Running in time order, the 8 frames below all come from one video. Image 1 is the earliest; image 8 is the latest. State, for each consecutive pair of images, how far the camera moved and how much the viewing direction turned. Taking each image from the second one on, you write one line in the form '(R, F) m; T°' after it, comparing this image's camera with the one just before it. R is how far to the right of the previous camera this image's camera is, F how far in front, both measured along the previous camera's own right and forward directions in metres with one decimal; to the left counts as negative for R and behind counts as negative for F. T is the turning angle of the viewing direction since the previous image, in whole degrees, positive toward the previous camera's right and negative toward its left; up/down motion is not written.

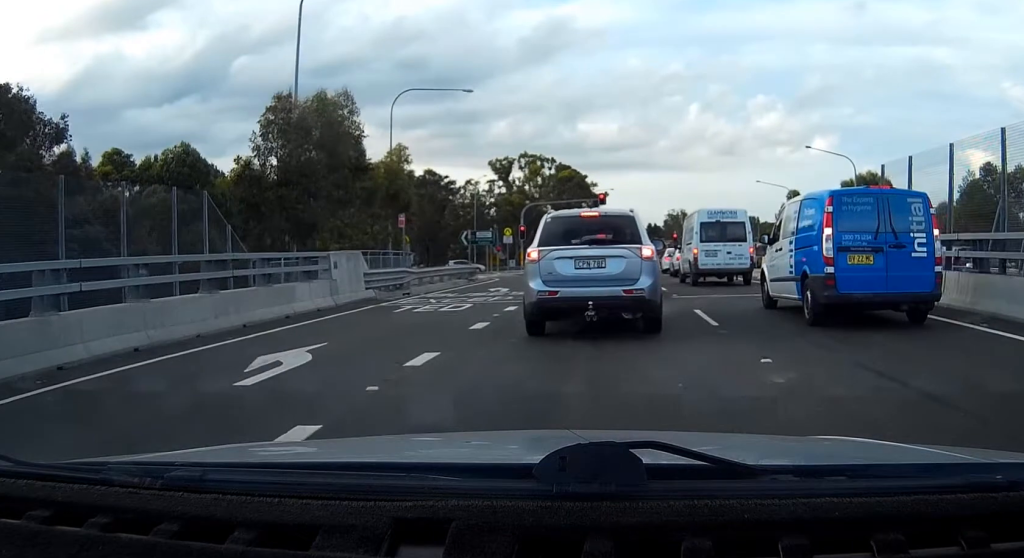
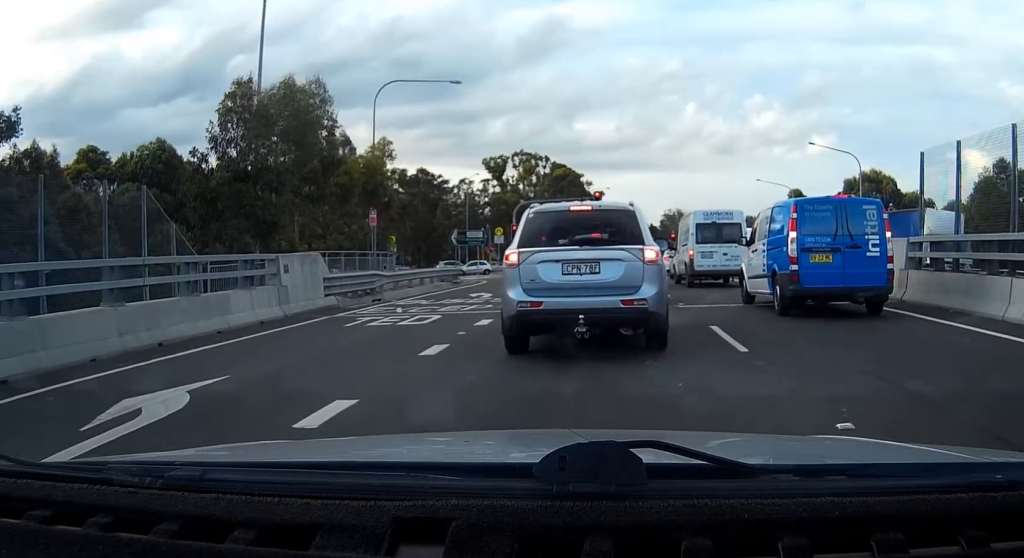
(0.0, +3.1) m; -1°
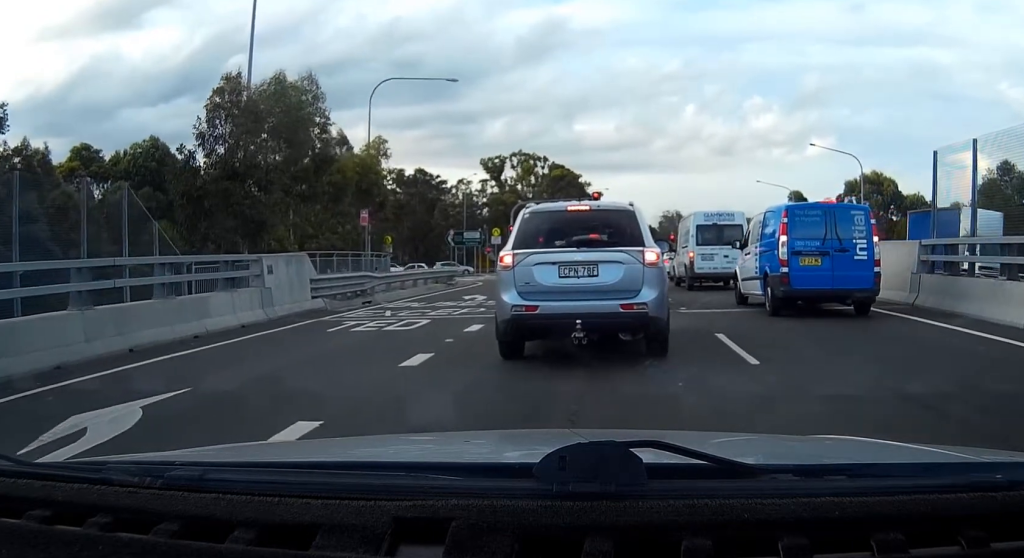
(0.0, +0.7) m; -2°
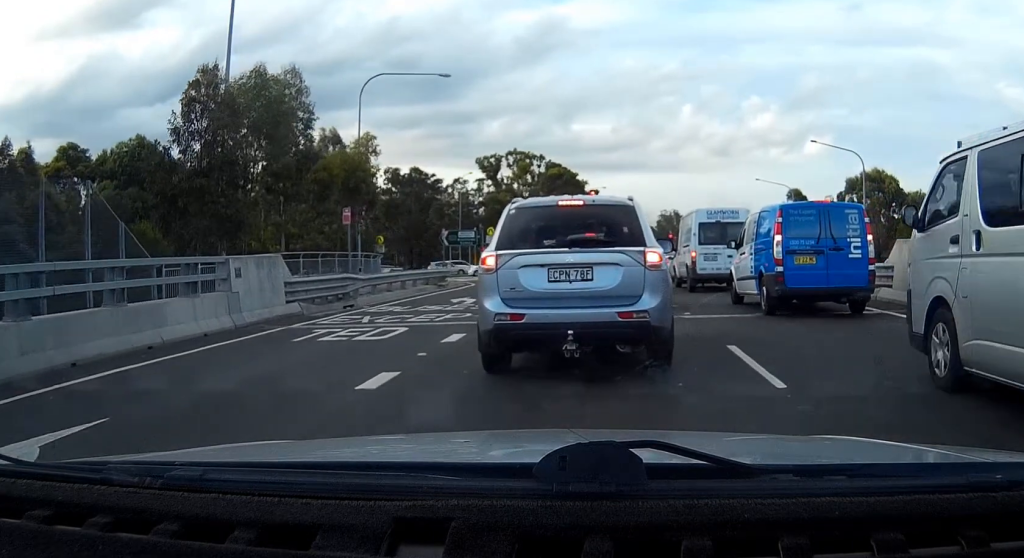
(0.0, +1.2) m; -1°
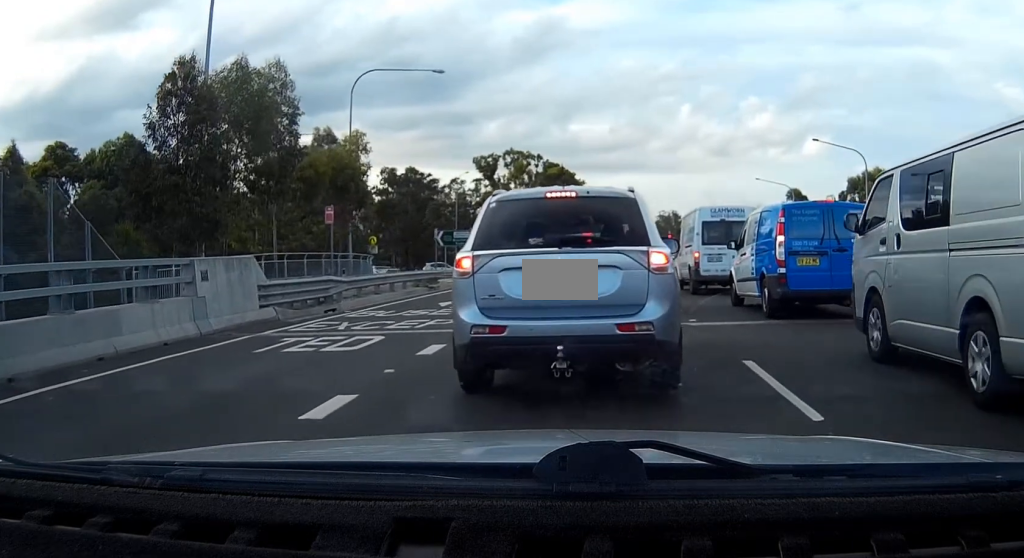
(+0.1, +1.1) m; 0°
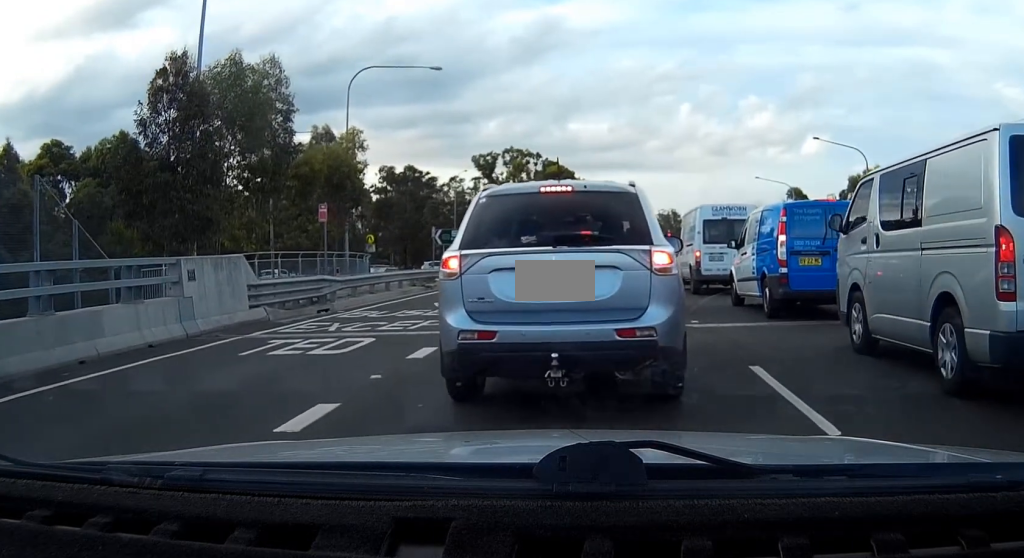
(+0.1, +0.5) m; 0°
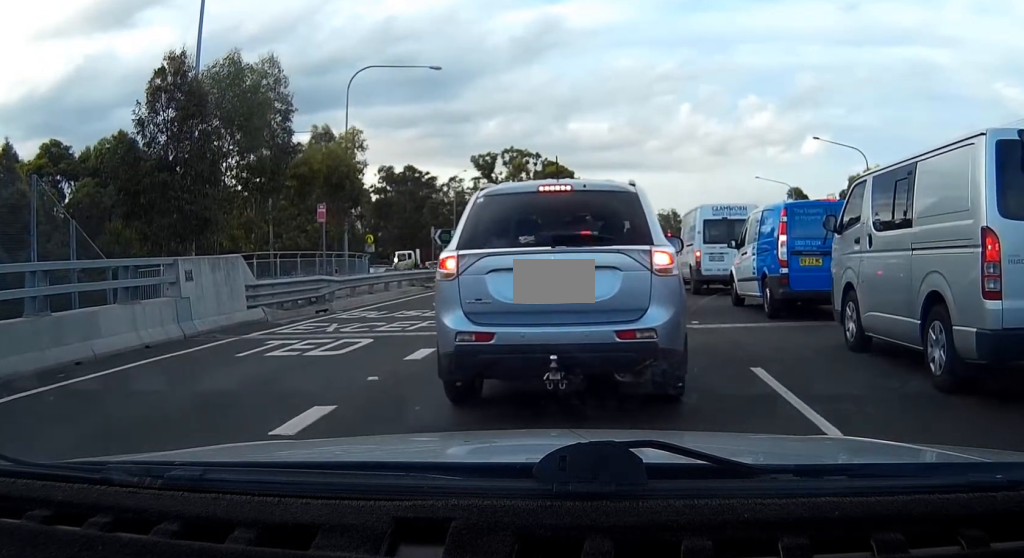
(0.0, +0.1) m; 0°
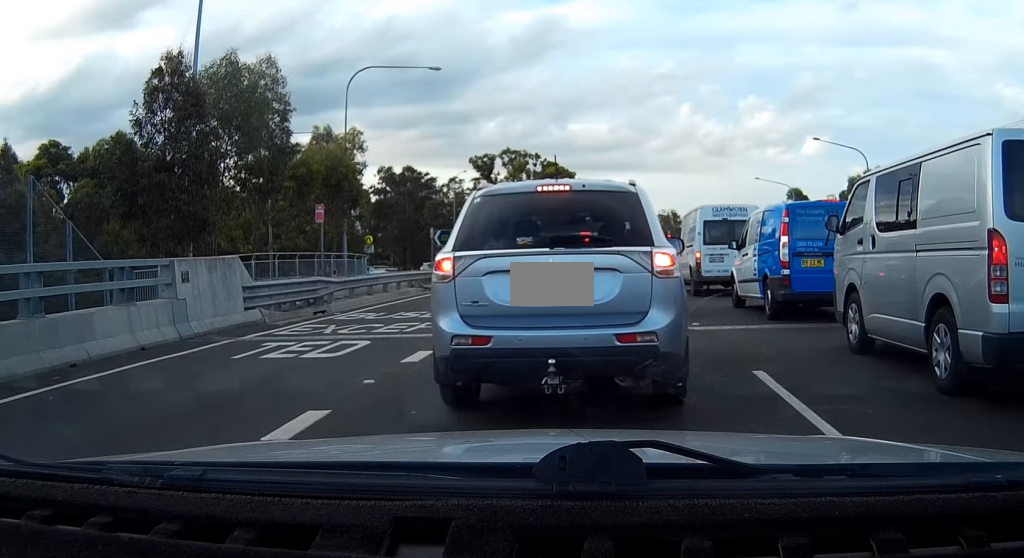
(0.0, +0.2) m; 0°
